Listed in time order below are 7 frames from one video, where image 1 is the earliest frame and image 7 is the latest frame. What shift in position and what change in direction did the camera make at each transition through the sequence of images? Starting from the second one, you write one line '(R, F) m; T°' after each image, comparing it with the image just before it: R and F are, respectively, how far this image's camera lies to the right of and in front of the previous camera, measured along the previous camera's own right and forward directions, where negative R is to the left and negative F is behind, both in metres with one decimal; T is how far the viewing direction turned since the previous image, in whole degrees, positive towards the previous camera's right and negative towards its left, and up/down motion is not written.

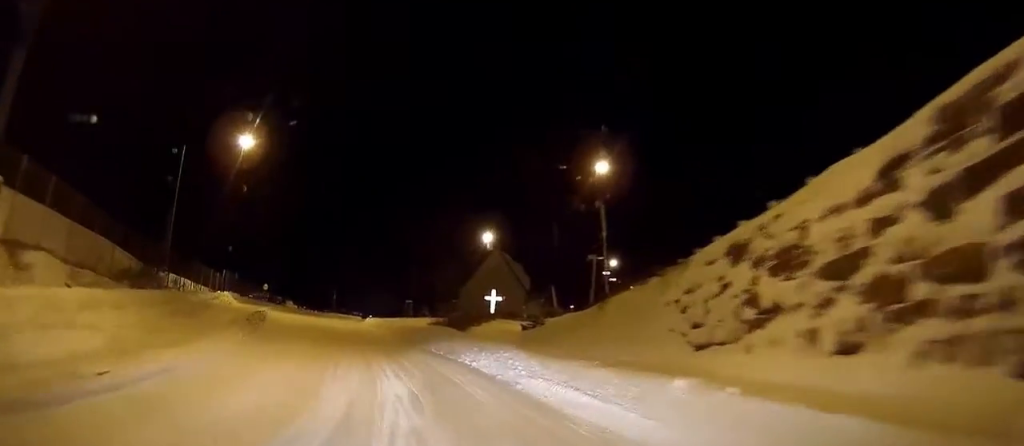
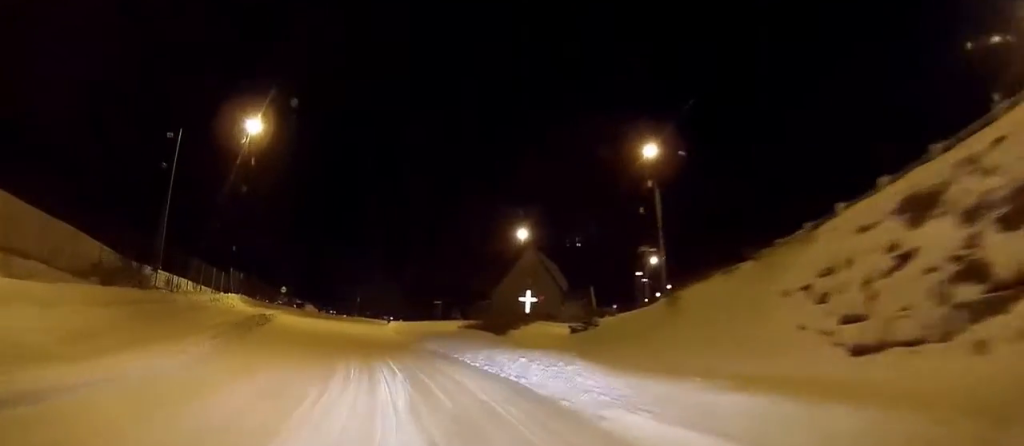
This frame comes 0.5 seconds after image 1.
(-0.1, +5.0) m; -4°
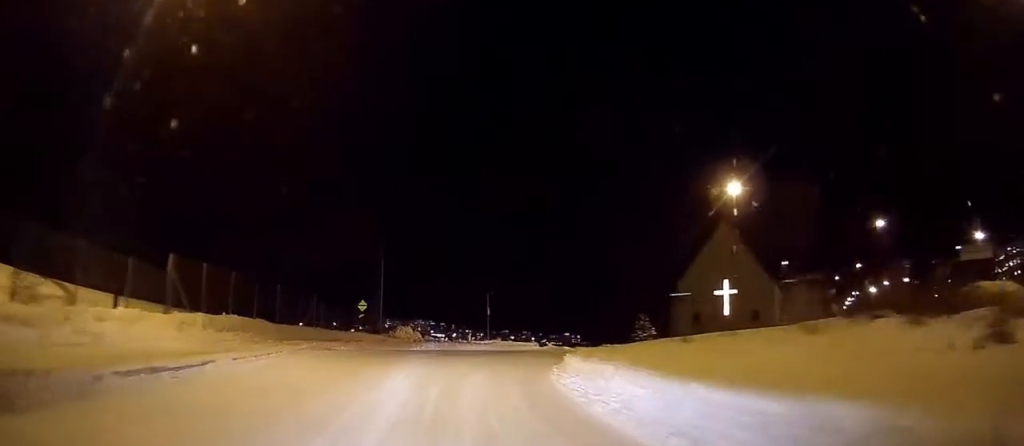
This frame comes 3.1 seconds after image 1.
(-3.3, +26.5) m; -11°
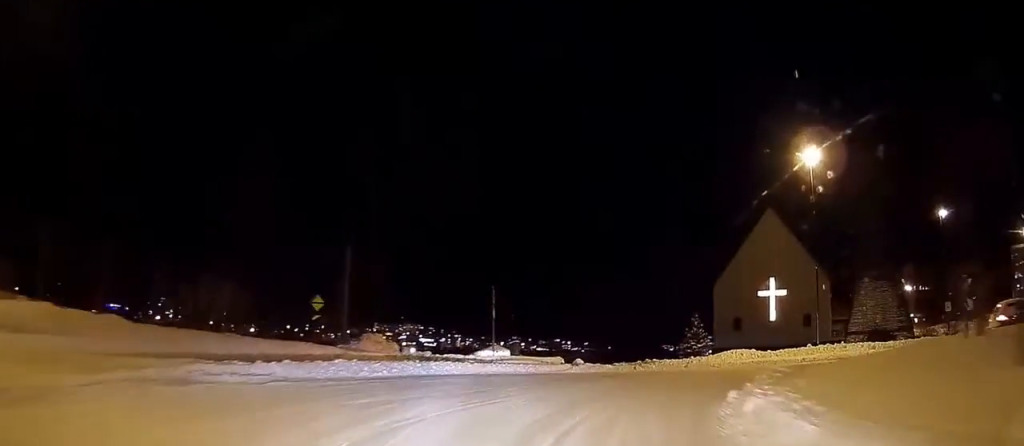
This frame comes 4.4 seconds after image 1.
(-0.3, +12.4) m; +3°
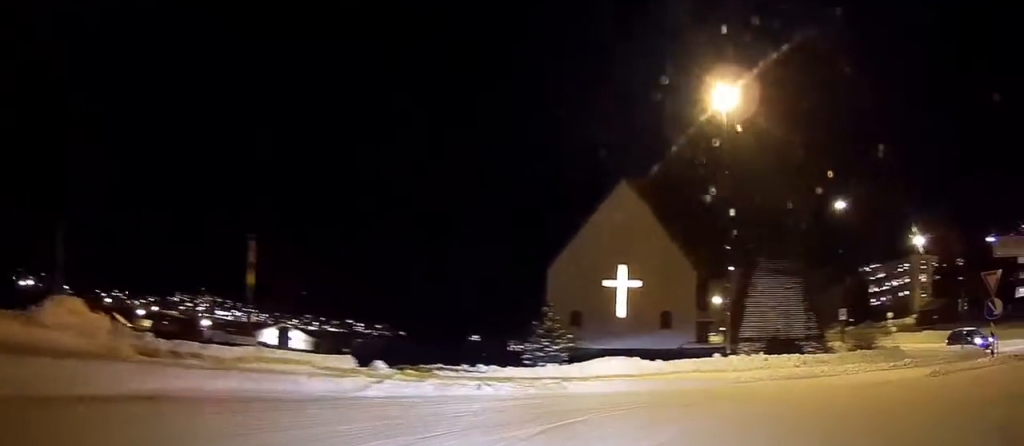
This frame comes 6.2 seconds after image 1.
(+1.3, +11.6) m; +14°
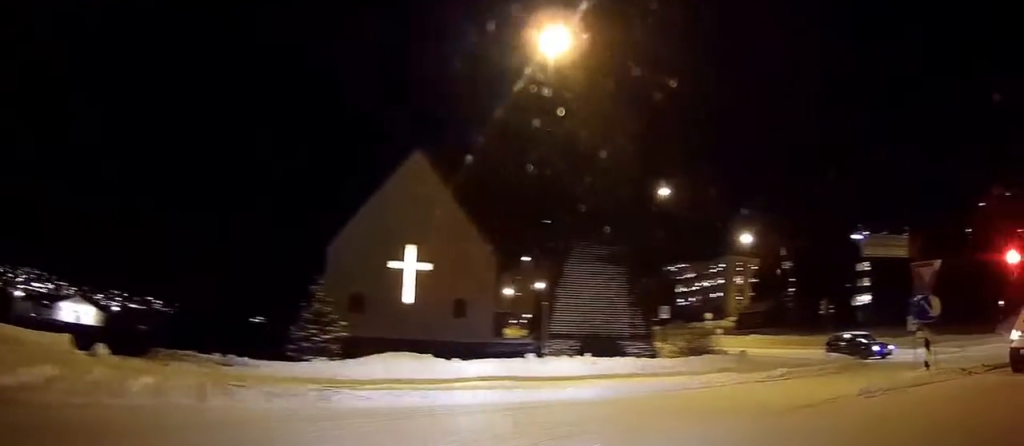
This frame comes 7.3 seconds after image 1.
(+0.7, +5.9) m; +19°
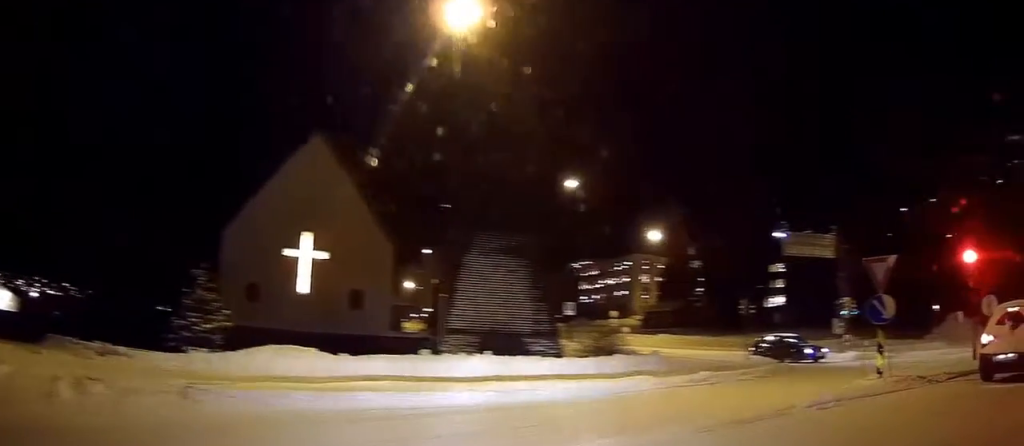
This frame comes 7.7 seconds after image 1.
(+0.1, +2.1) m; +10°
